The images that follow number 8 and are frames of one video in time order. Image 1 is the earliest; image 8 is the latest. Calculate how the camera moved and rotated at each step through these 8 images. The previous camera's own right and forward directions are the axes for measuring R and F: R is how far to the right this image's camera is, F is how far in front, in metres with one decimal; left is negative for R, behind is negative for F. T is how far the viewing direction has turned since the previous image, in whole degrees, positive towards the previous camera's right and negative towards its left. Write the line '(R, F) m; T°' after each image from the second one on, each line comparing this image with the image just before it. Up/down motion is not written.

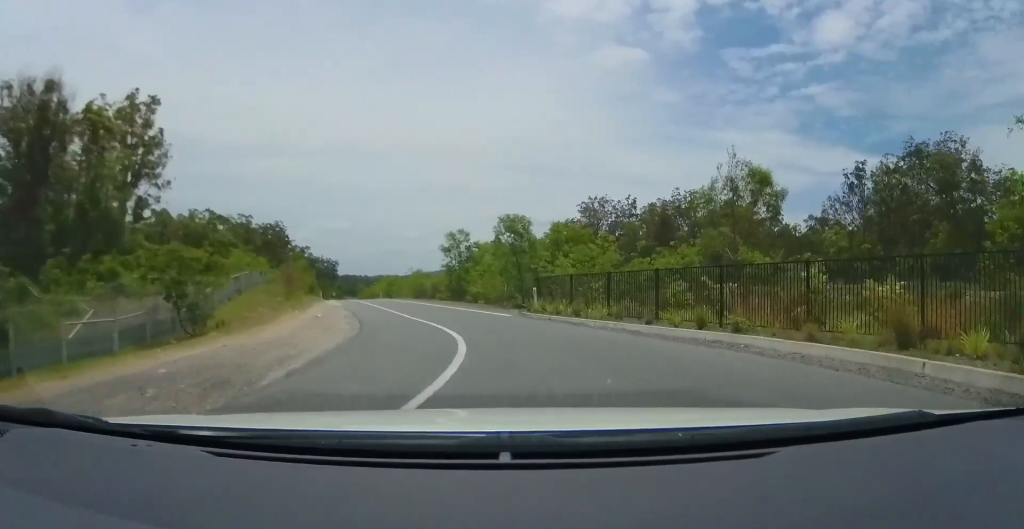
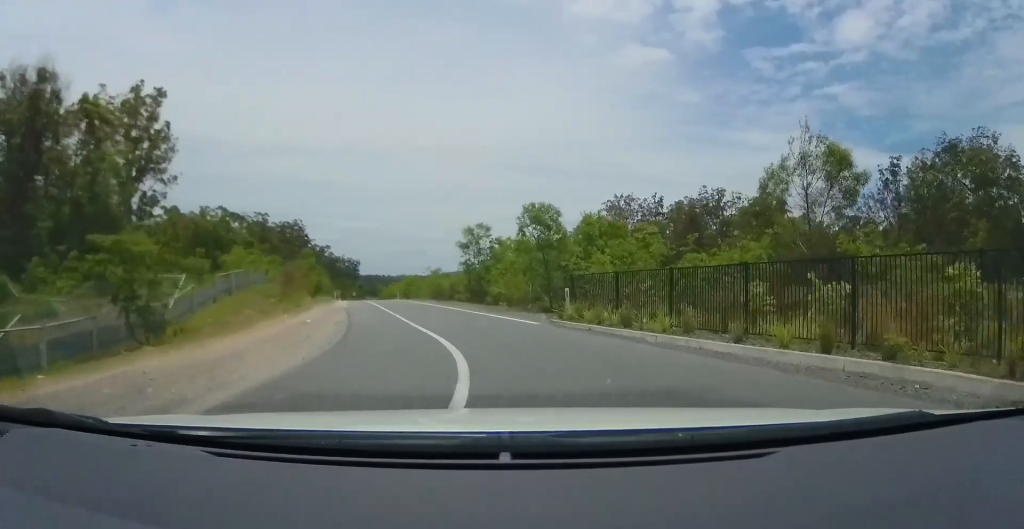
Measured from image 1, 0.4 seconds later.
(0.0, +4.3) m; 0°
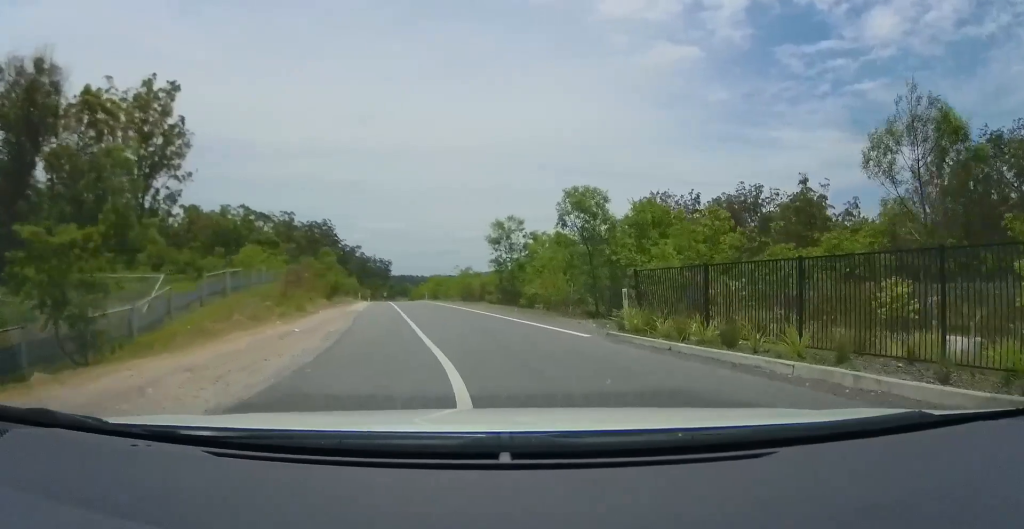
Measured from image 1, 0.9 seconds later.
(+0.1, +4.4) m; -2°
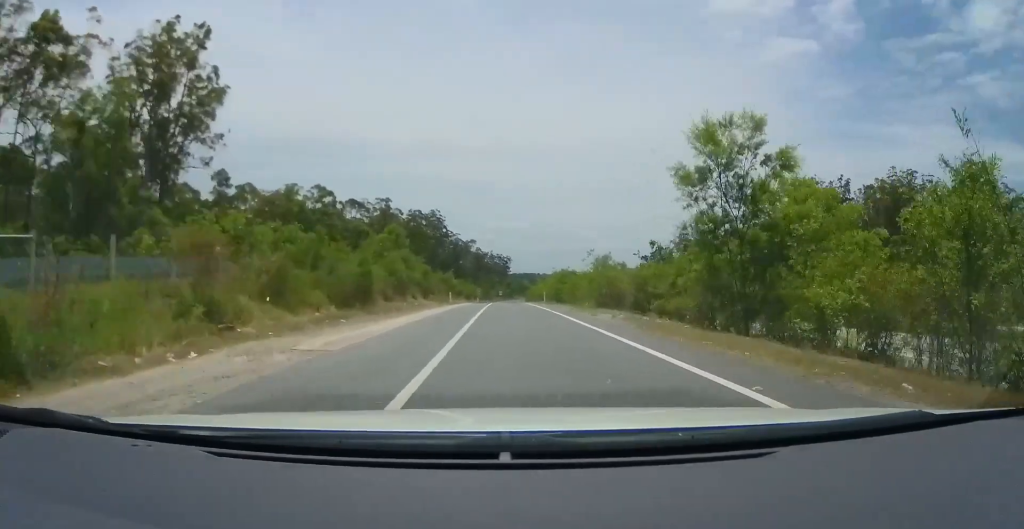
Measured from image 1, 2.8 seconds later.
(-2.0, +20.1) m; -10°
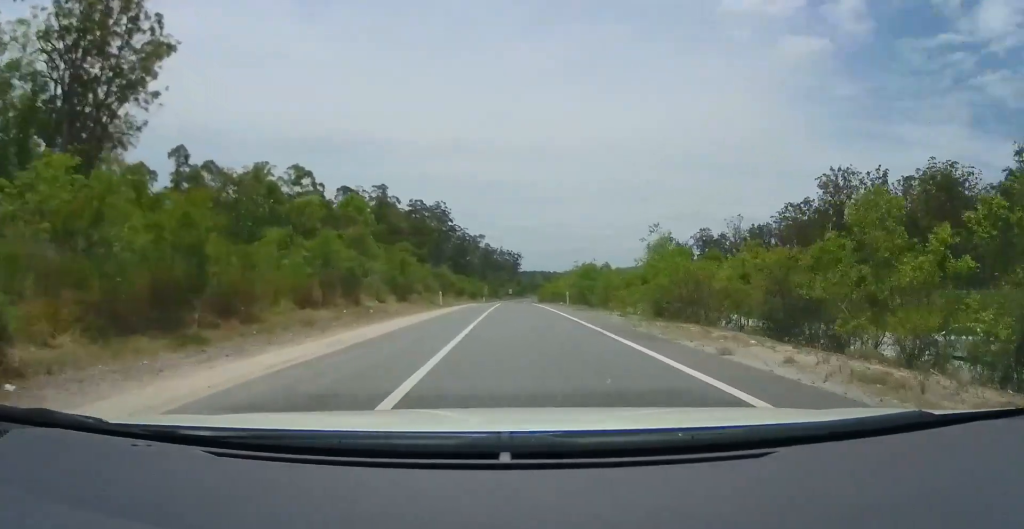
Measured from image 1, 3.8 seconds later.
(-0.4, +13.2) m; -2°
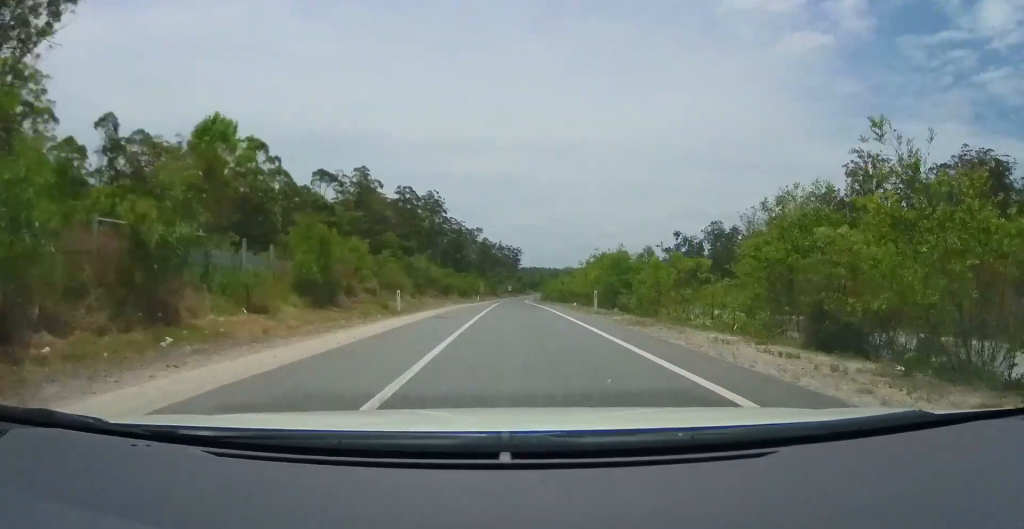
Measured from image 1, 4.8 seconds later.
(-0.1, +13.5) m; -1°
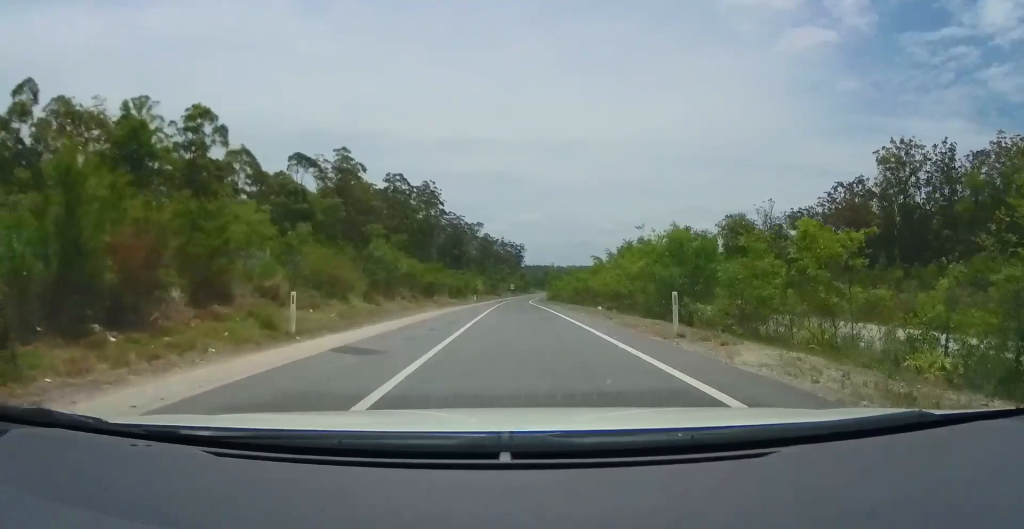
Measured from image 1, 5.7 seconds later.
(-0.1, +12.3) m; -1°
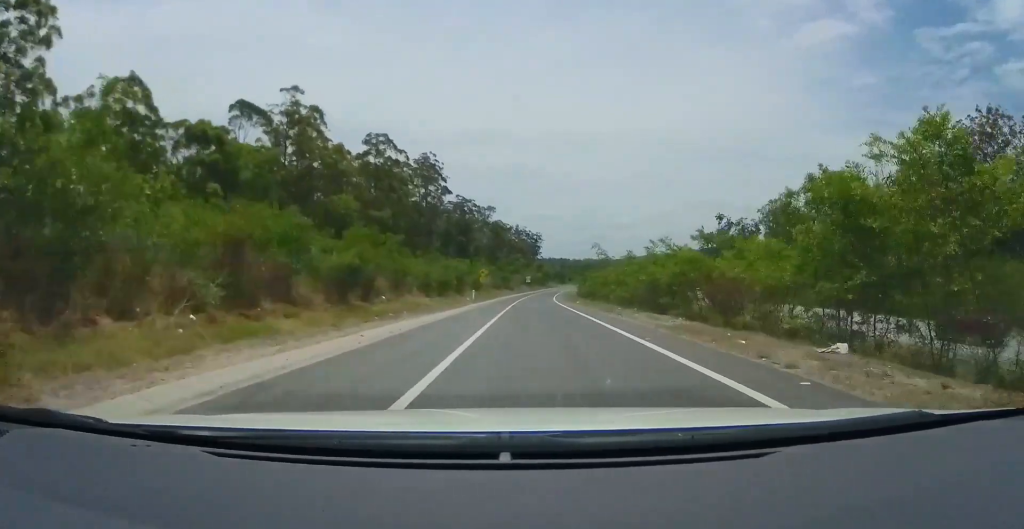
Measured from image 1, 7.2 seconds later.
(-0.8, +24.2) m; -2°
